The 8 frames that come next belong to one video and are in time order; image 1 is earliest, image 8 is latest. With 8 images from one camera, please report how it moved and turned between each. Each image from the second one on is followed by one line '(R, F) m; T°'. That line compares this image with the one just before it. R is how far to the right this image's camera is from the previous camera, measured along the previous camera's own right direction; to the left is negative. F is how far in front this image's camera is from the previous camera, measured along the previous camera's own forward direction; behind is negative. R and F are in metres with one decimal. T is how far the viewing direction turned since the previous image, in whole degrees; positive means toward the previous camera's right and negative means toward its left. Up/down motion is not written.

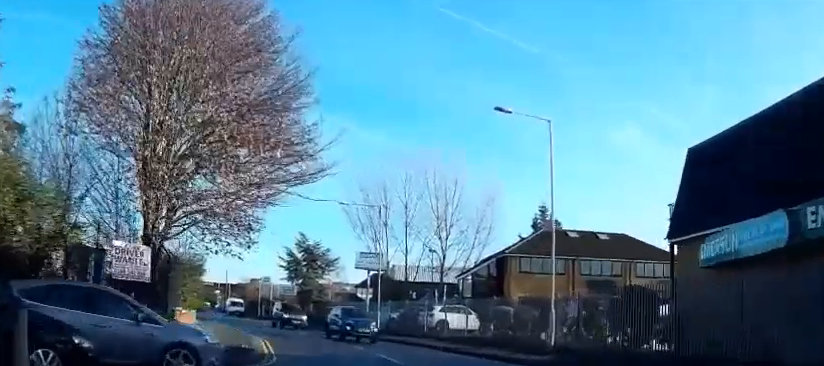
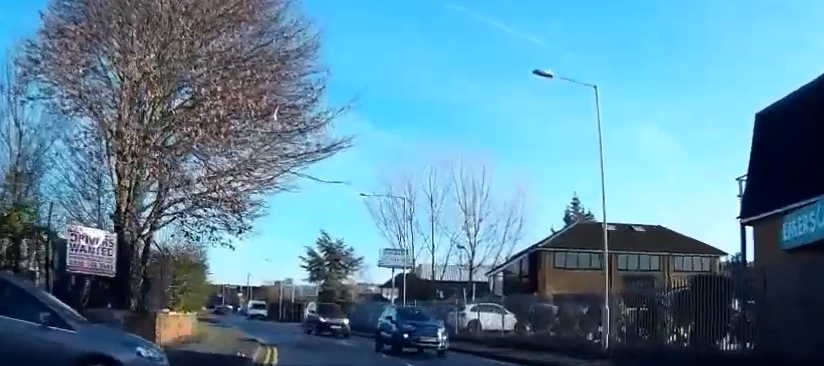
(0.0, +3.4) m; 0°
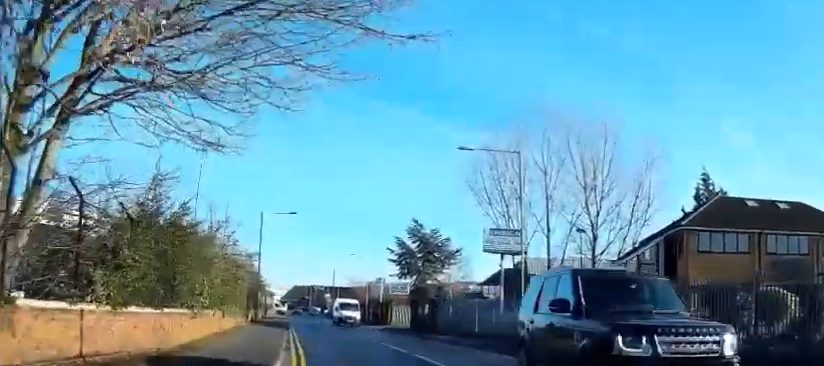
(0.0, +11.3) m; 0°
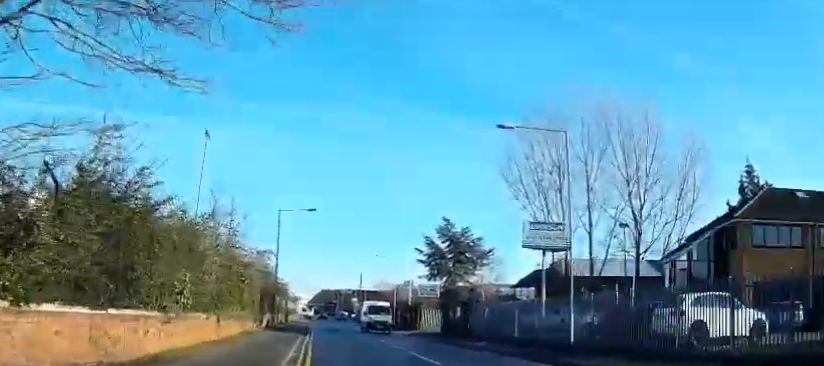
(0.0, +3.6) m; 0°
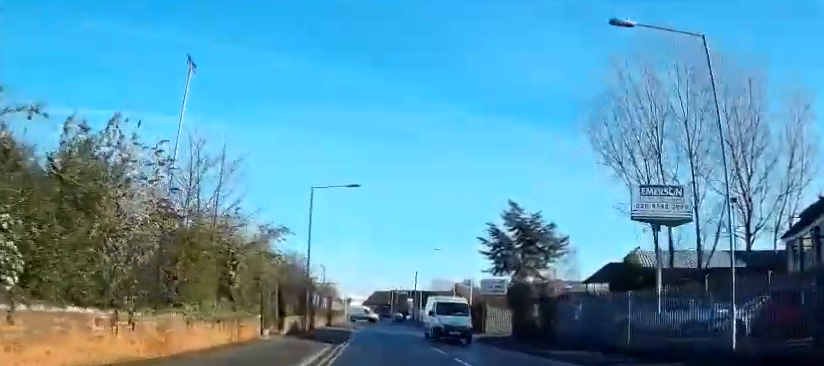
(0.0, +7.9) m; 0°
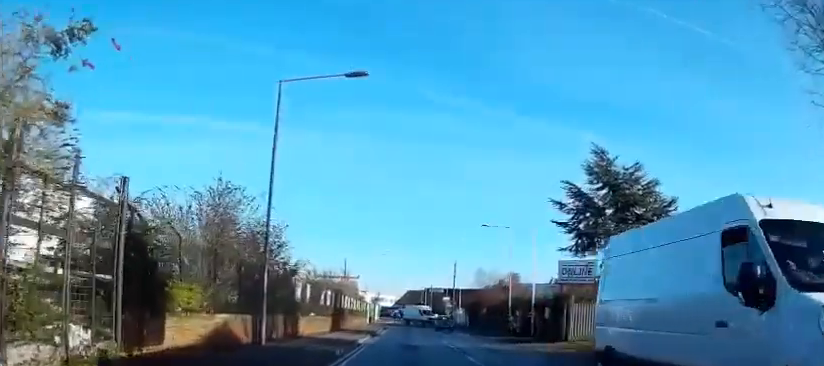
(0.0, +13.7) m; -1°
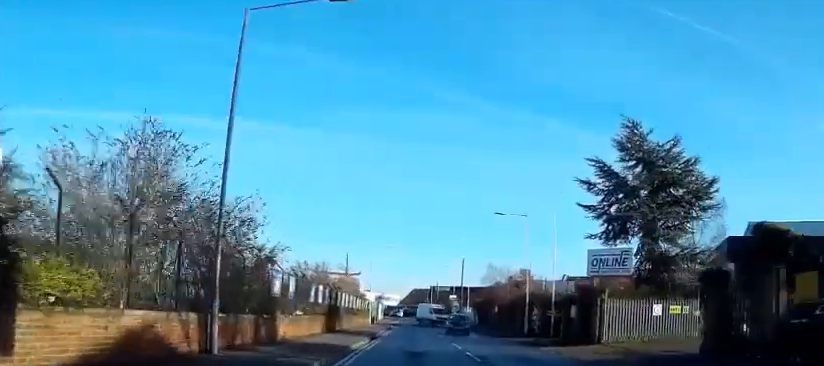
(0.0, +4.1) m; -3°
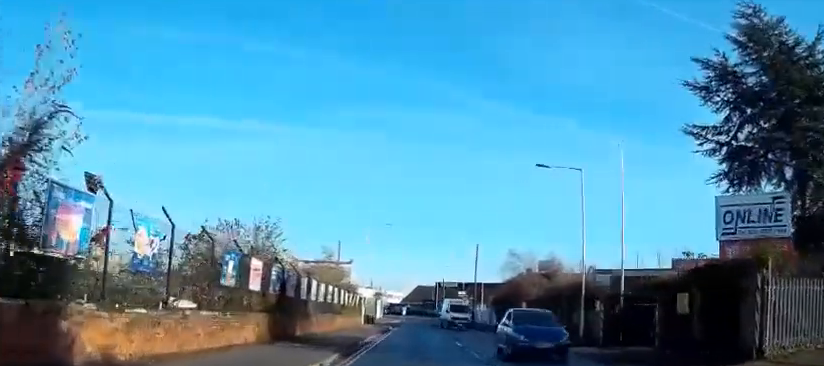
(-0.9, +11.4) m; -5°
